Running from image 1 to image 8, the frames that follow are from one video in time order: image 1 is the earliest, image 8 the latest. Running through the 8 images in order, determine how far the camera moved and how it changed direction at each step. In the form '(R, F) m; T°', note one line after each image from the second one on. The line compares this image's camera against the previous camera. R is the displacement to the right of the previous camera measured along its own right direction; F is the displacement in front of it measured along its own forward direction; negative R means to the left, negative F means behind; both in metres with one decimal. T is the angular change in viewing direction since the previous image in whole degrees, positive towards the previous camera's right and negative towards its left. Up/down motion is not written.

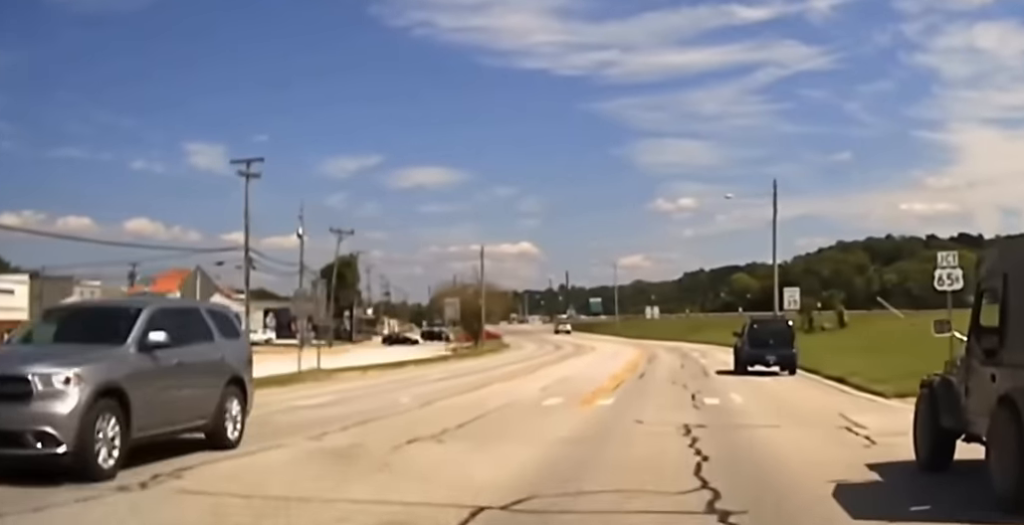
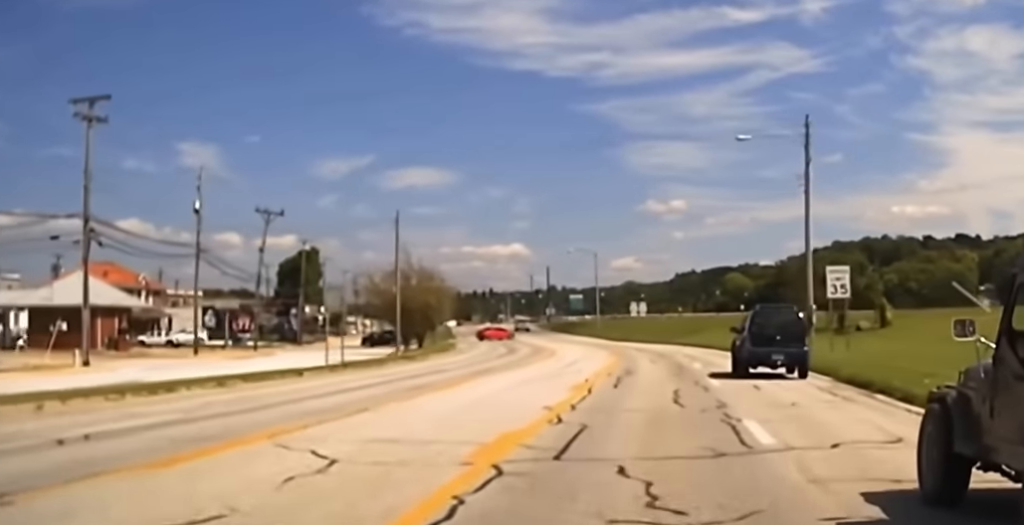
(0.0, +25.1) m; 0°
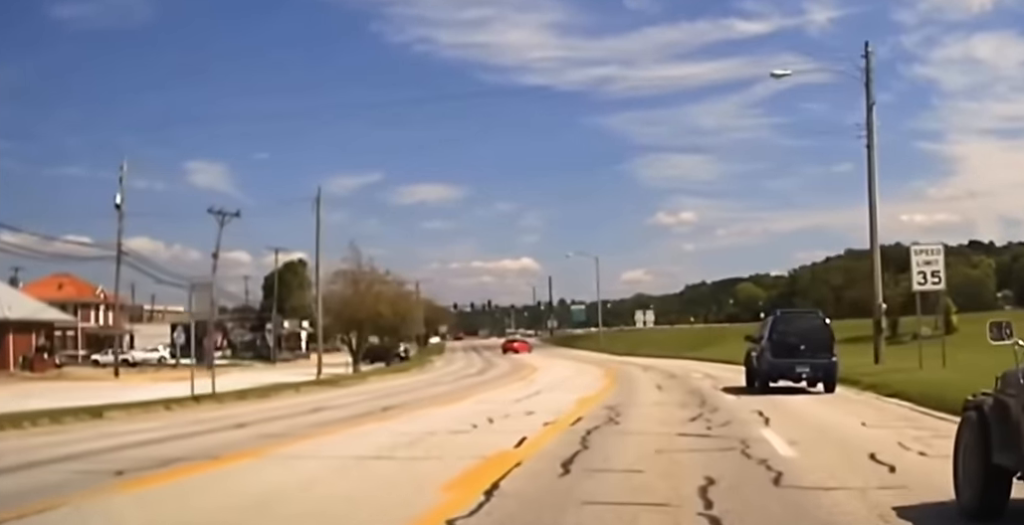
(0.0, +17.4) m; -1°
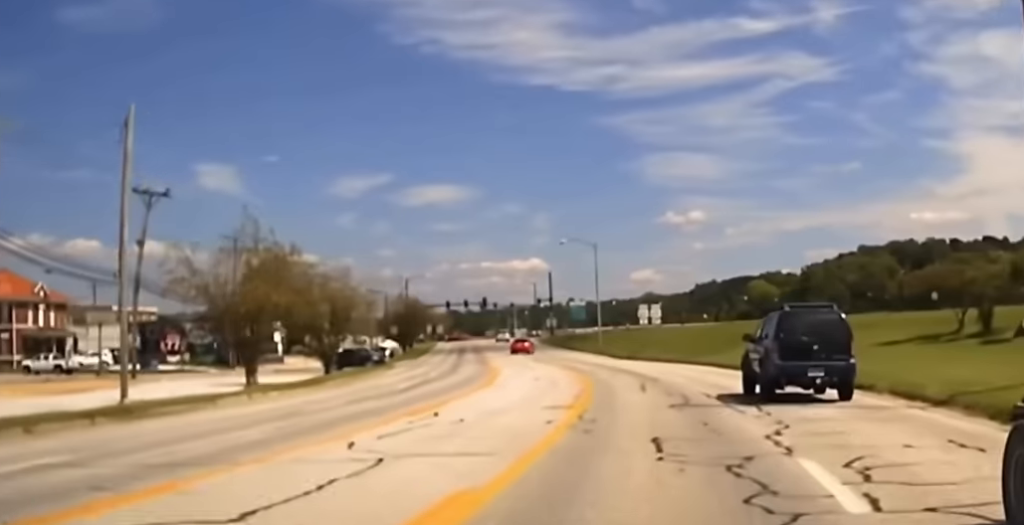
(+0.1, +7.5) m; -1°
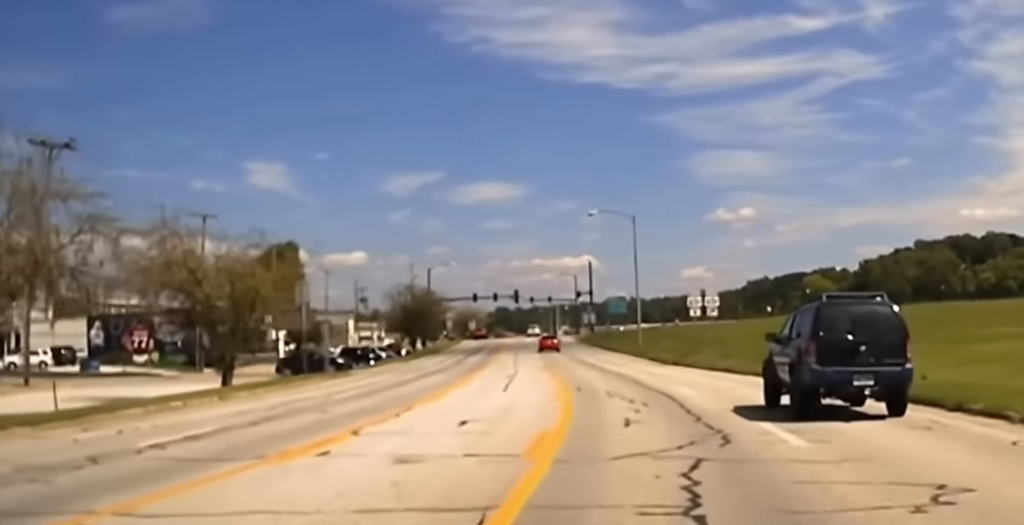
(-1.1, +25.2) m; -4°
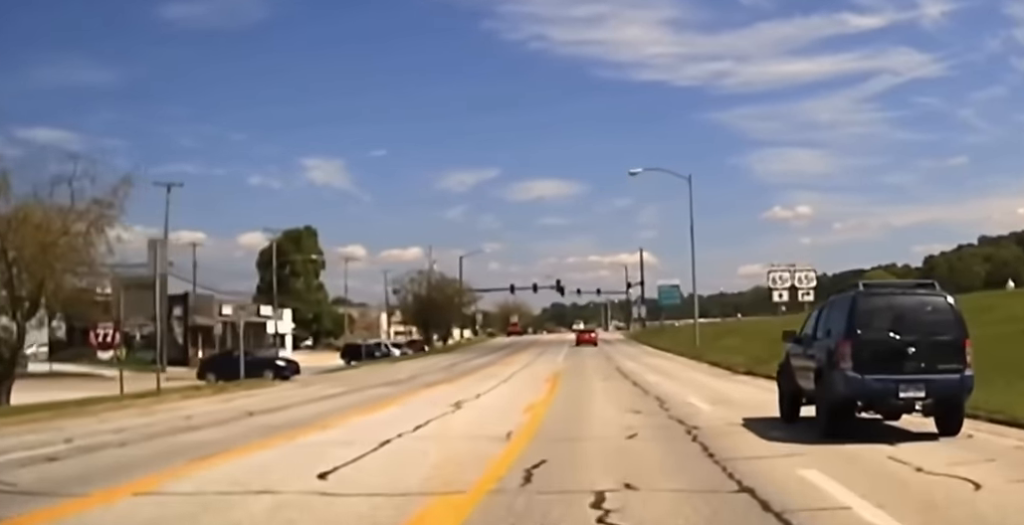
(-0.5, +21.3) m; -4°
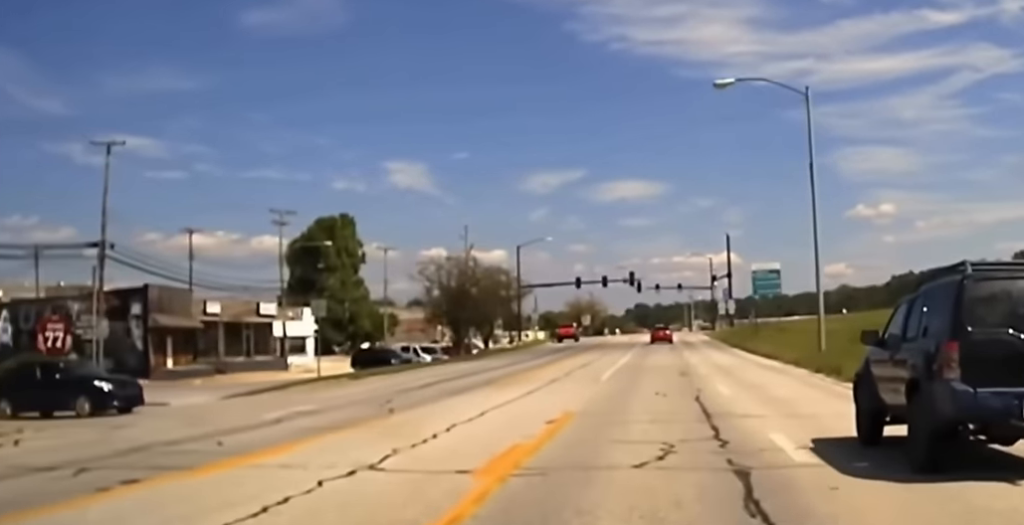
(-0.3, +10.8) m; -1°
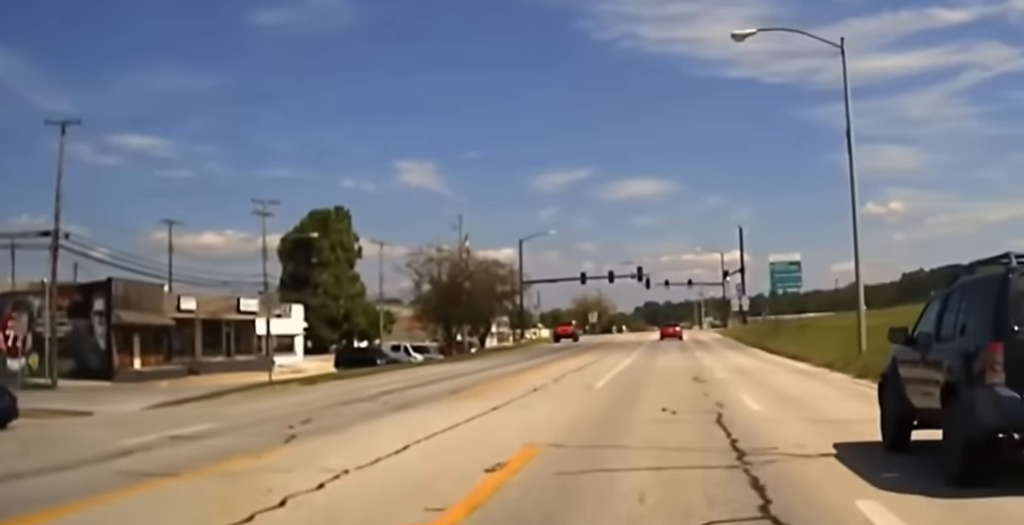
(-0.1, +7.0) m; -1°
